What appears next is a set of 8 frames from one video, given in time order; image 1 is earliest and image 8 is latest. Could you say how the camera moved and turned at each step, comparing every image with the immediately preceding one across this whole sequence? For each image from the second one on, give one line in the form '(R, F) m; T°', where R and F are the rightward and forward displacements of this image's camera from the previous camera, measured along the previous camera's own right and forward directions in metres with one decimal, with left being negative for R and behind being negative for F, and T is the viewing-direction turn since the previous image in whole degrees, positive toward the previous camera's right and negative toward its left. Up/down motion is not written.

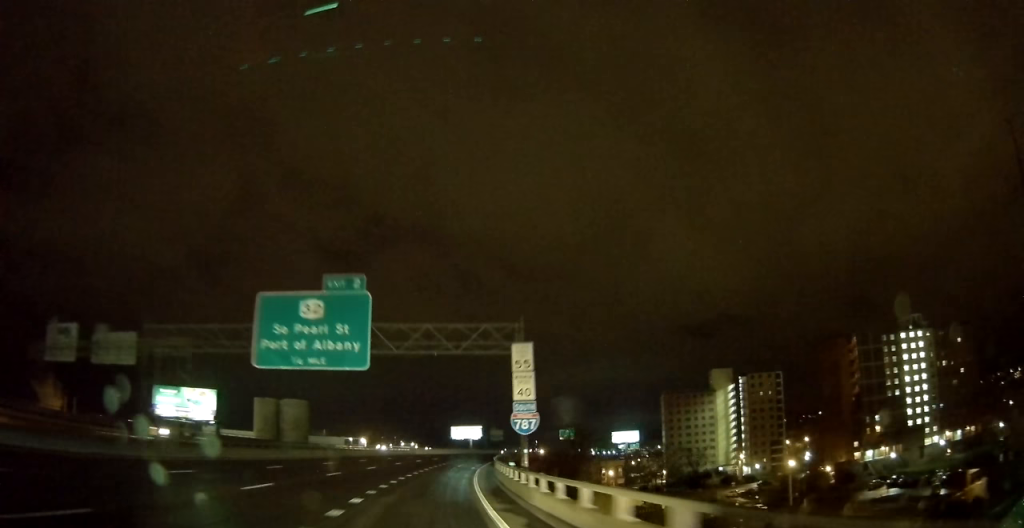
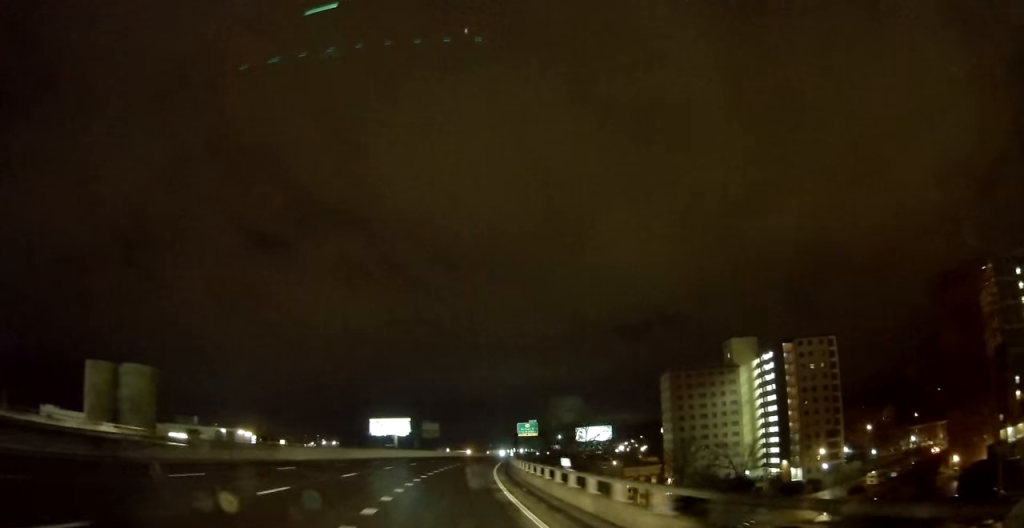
(+4.1, +61.1) m; +7°
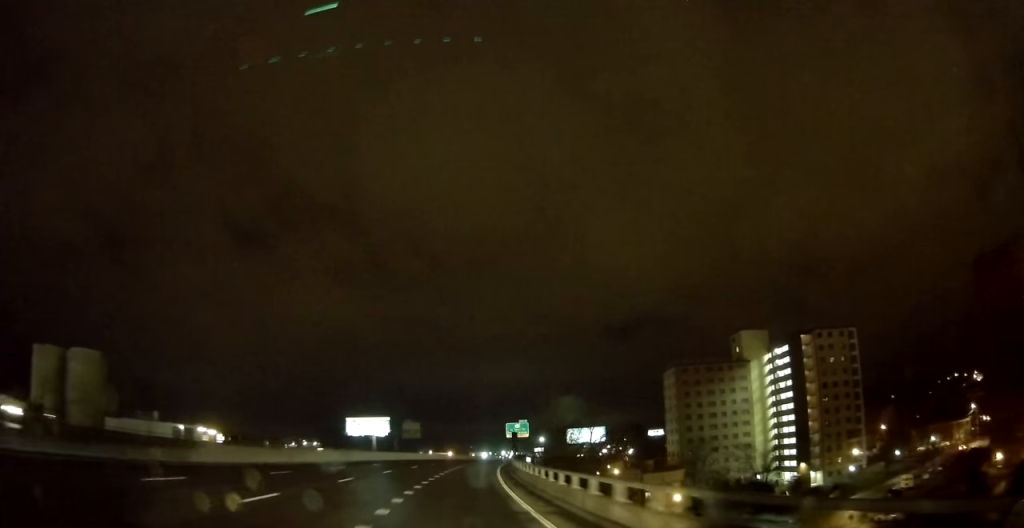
(+0.2, +14.1) m; +1°
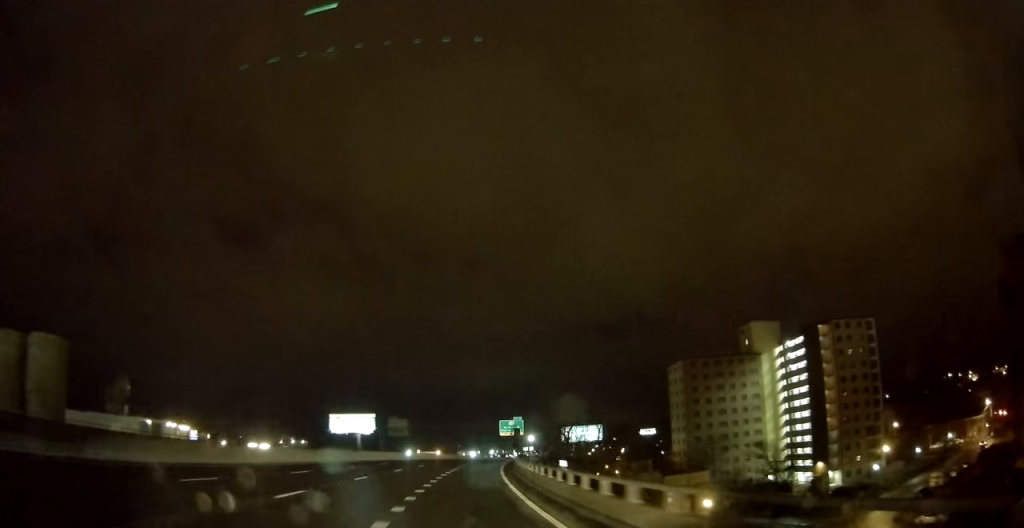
(0.0, +10.0) m; +1°
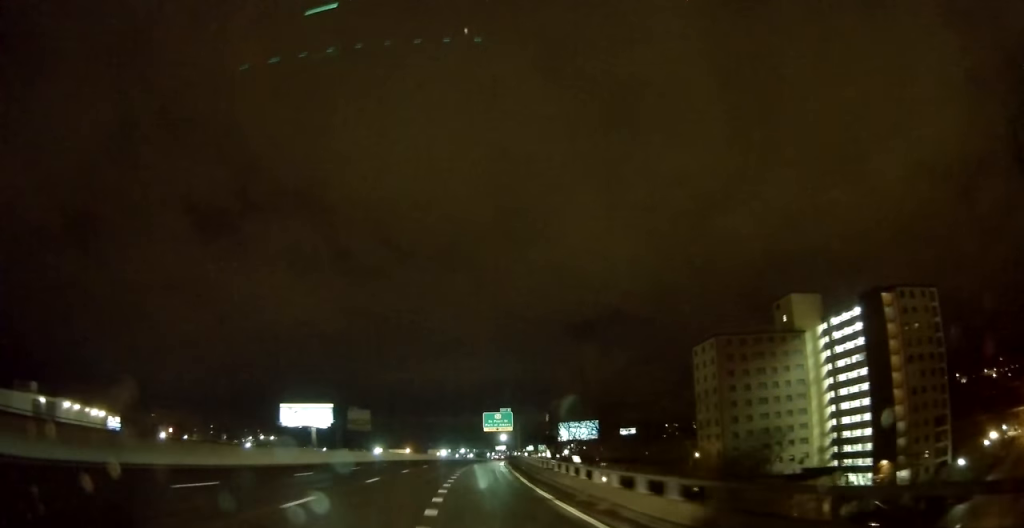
(+0.7, +26.9) m; +4°
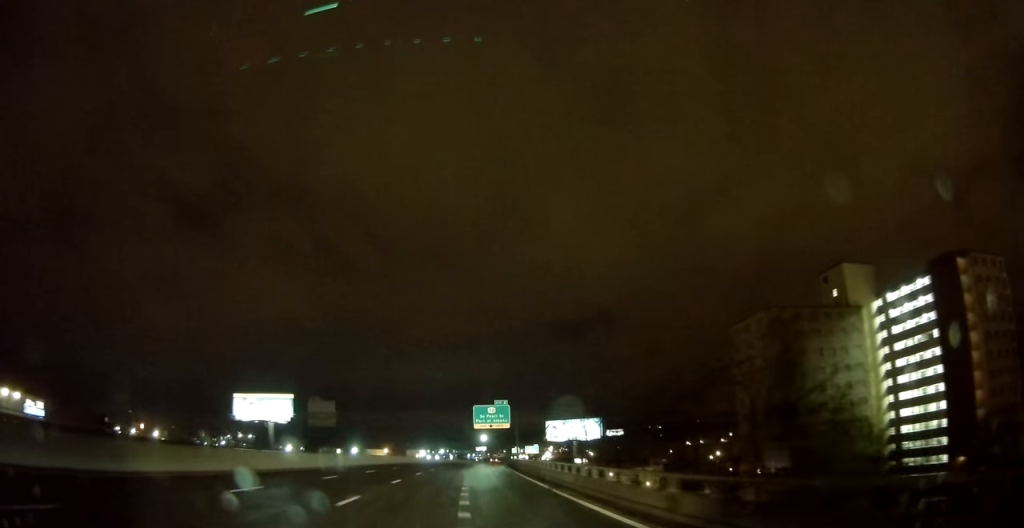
(+0.7, +22.0) m; +2°
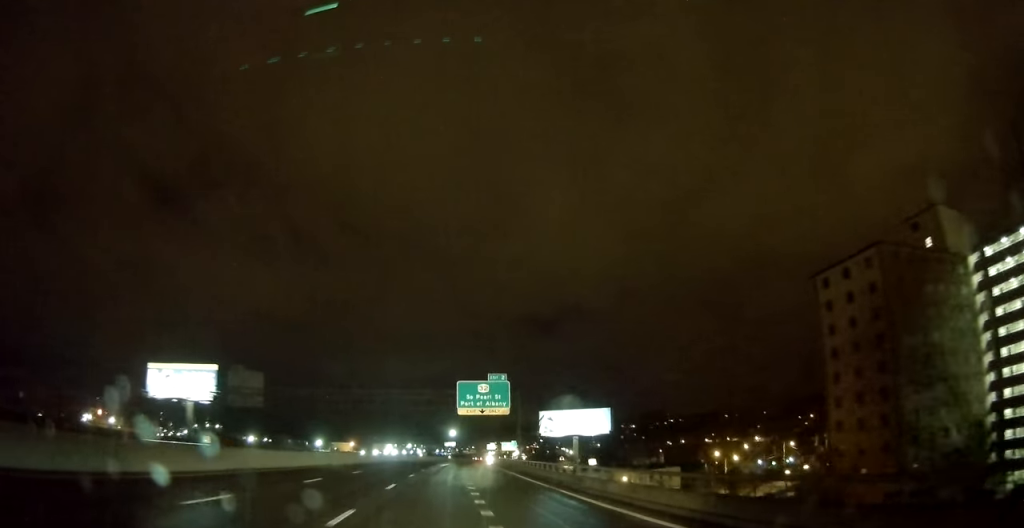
(+0.5, +28.9) m; +3°
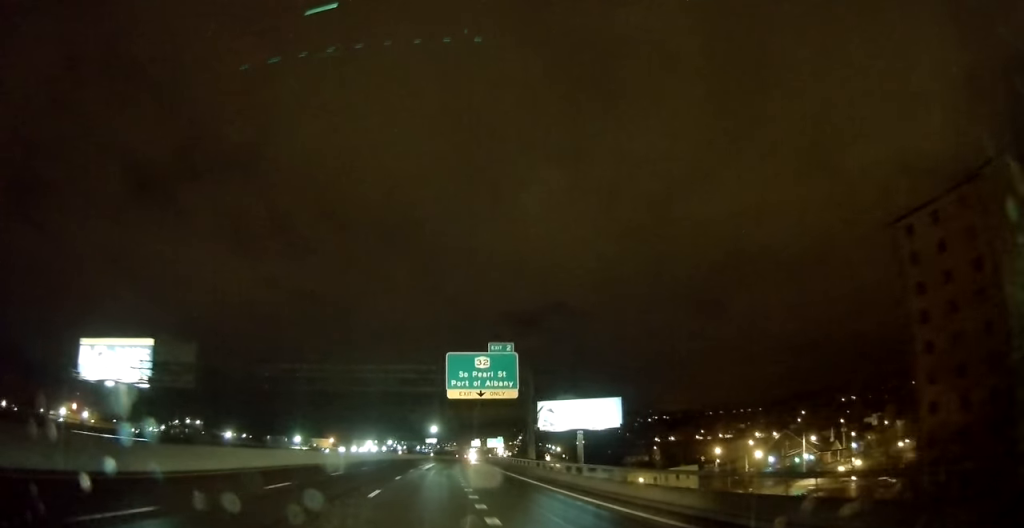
(+0.4, +17.9) m; +2°
